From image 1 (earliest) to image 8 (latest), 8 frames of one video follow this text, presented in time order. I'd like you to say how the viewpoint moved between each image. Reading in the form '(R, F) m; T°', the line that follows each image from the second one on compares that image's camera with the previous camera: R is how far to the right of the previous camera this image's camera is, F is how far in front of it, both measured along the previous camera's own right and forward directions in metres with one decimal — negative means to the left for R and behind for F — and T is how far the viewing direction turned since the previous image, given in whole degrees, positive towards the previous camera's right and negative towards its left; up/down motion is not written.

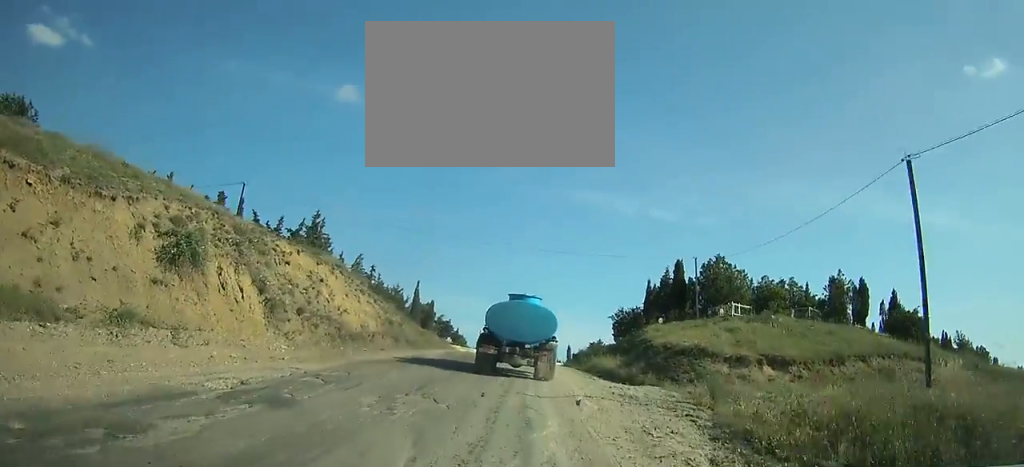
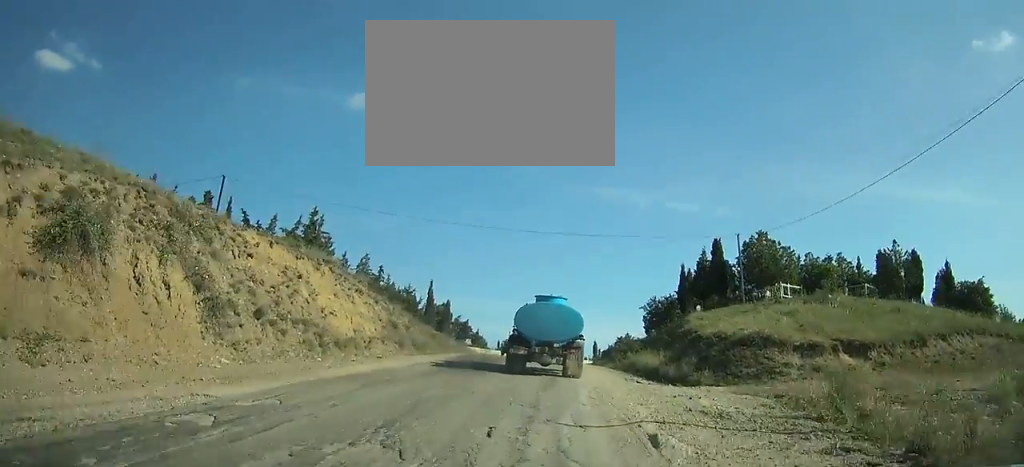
(0.0, +4.2) m; 0°
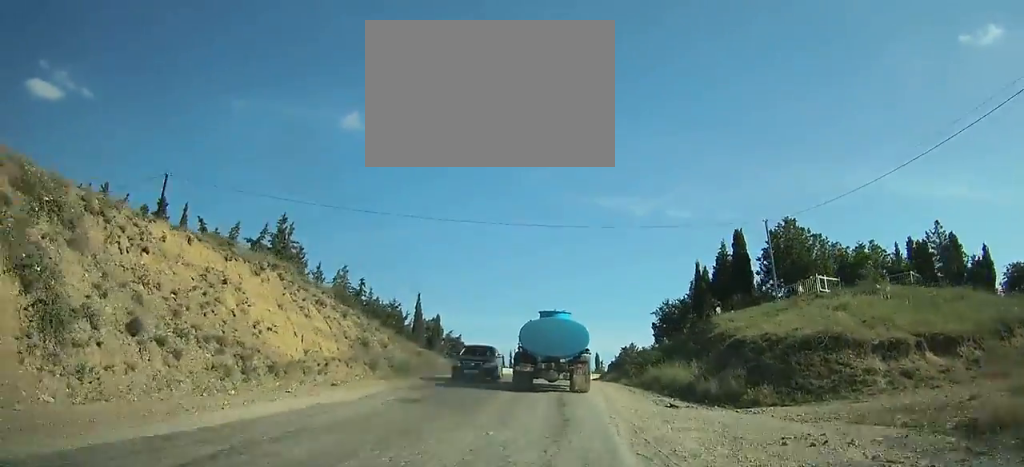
(0.0, +4.4) m; 0°
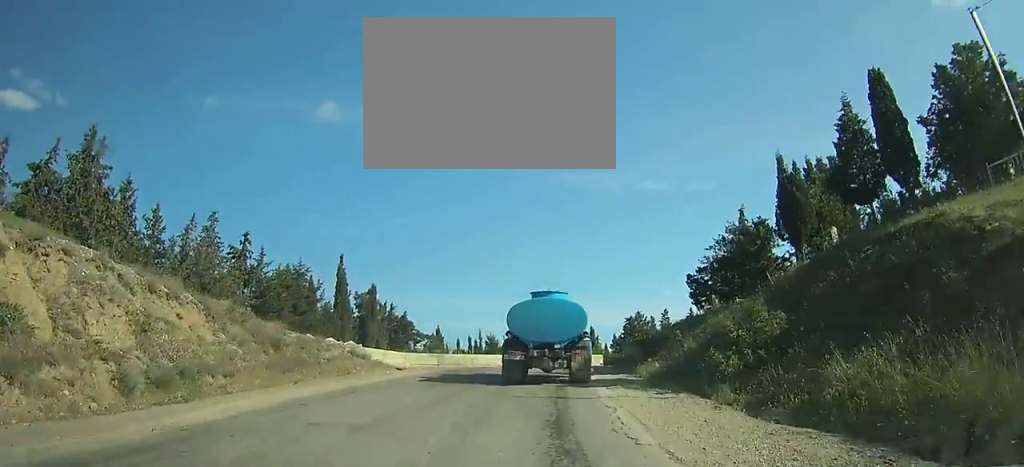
(0.0, +15.6) m; 0°
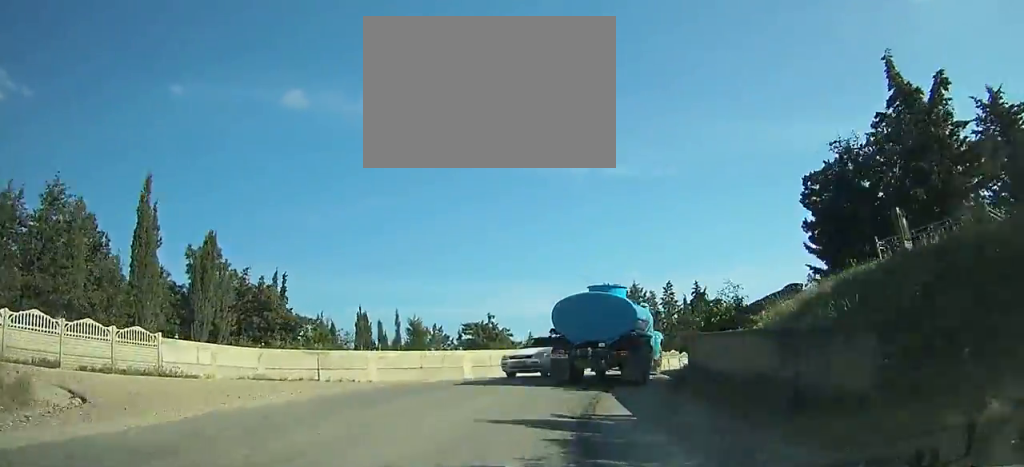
(+0.4, +19.9) m; +7°
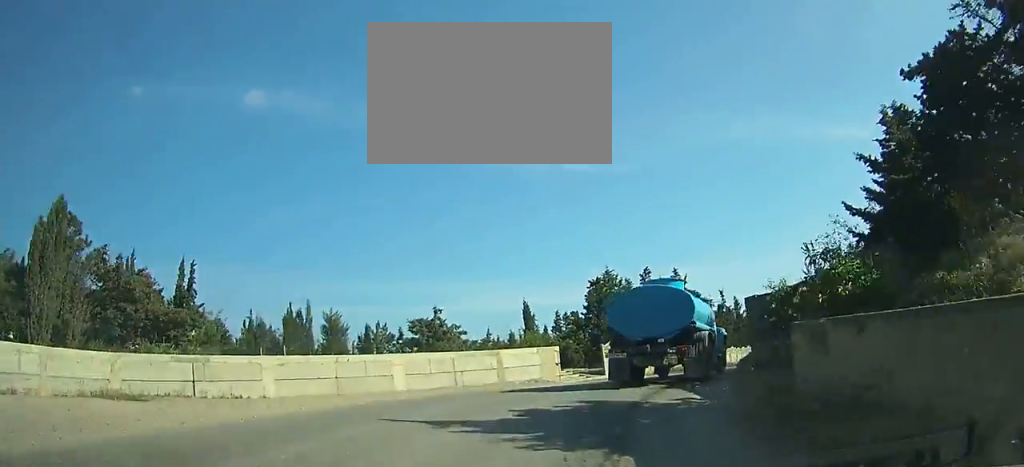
(+0.5, +7.2) m; +11°
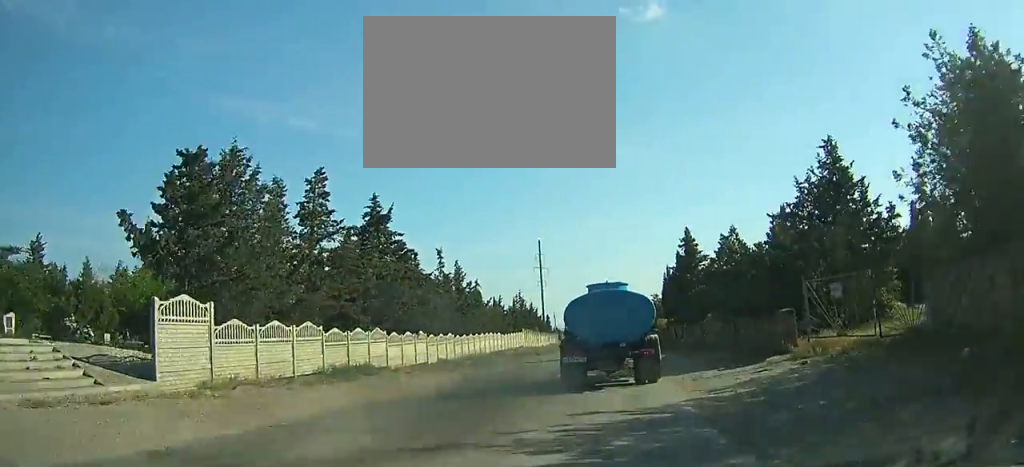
(+5.7, +22.7) m; +20°
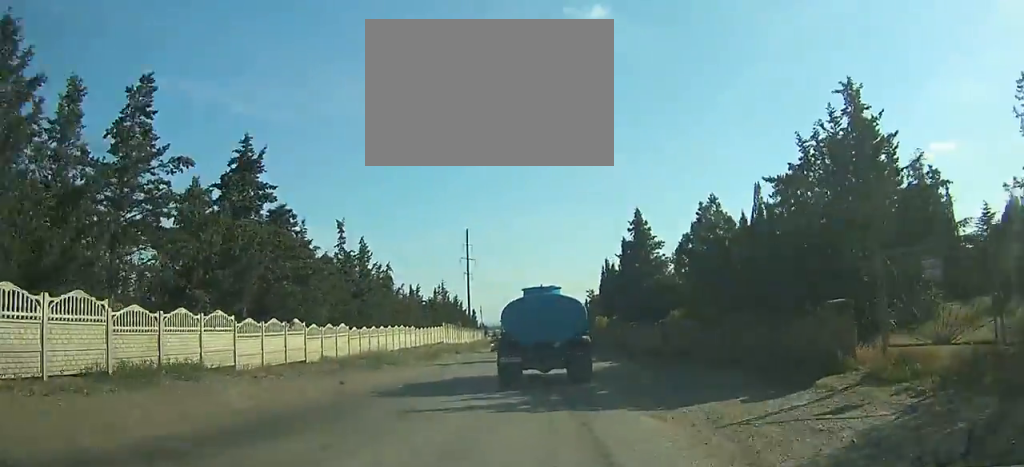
(0.0, +8.8) m; 0°
